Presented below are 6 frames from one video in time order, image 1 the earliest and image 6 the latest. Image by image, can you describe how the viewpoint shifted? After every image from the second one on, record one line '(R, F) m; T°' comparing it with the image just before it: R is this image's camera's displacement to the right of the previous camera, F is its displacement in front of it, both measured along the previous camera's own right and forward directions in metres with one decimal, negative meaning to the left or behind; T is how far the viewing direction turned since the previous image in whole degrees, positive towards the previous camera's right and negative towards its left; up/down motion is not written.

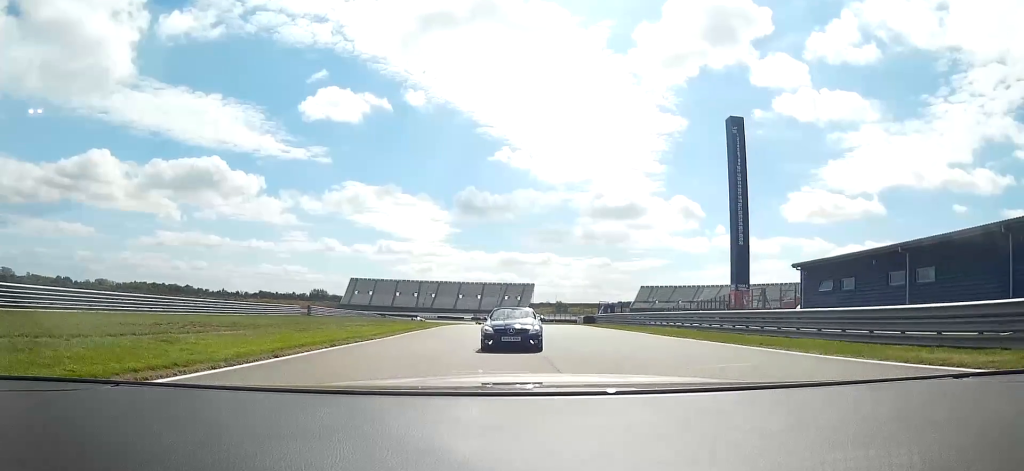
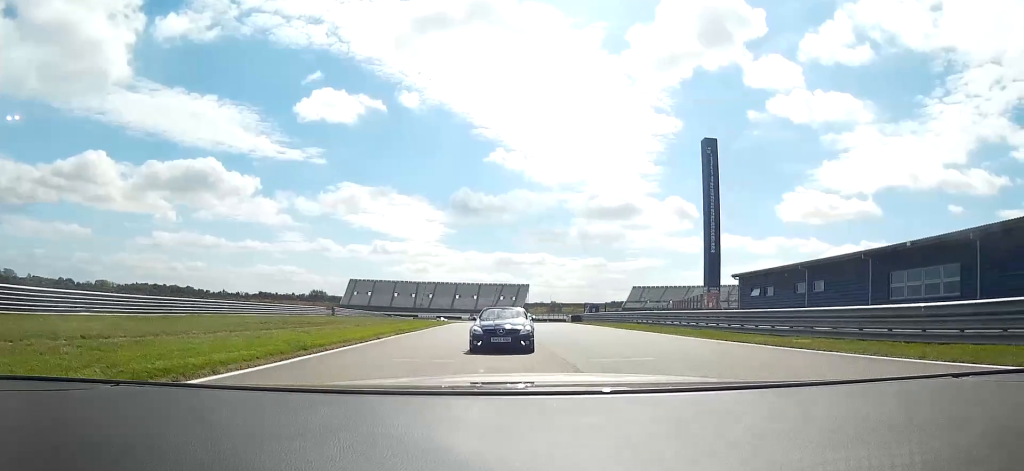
(+0.1, +10.9) m; +1°
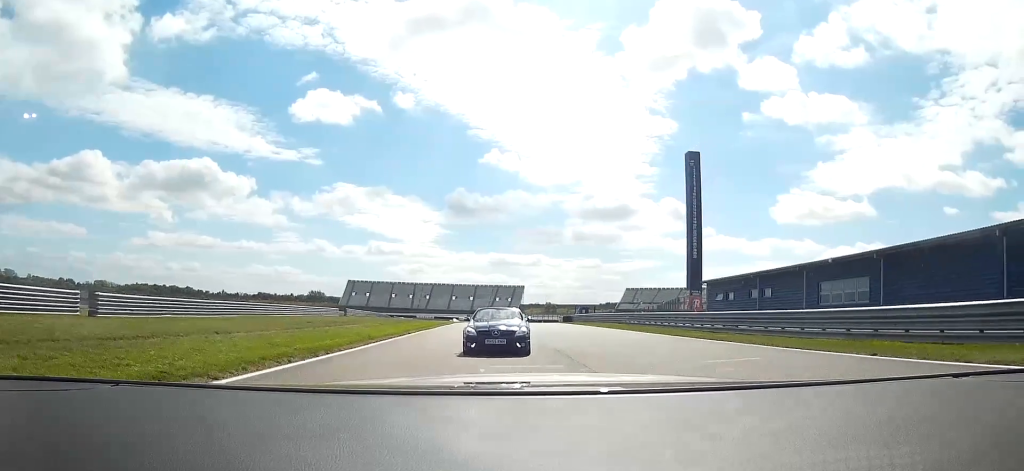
(0.0, +7.8) m; 0°
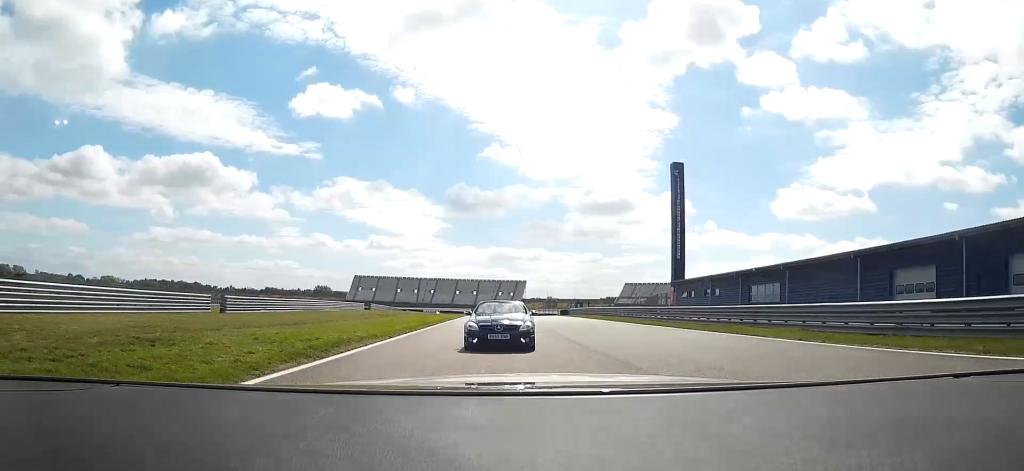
(0.0, +13.0) m; 0°
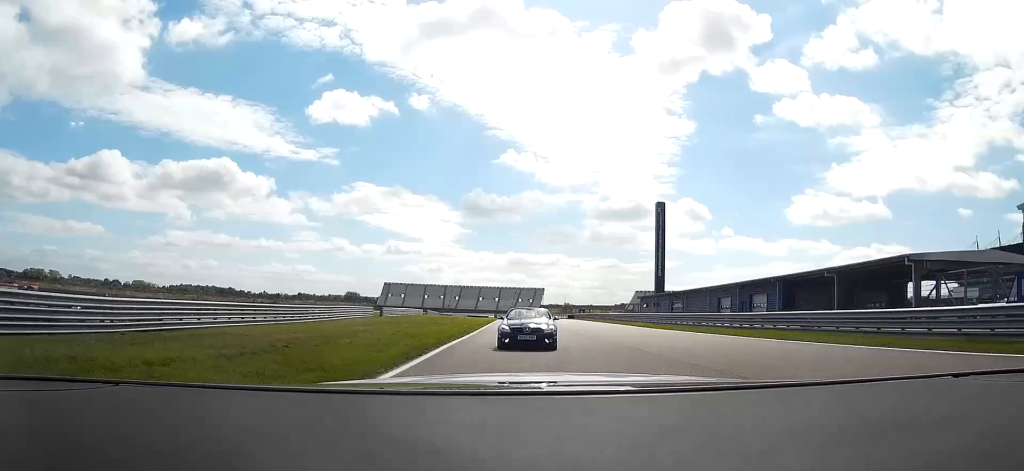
(-0.6, +35.1) m; -2°
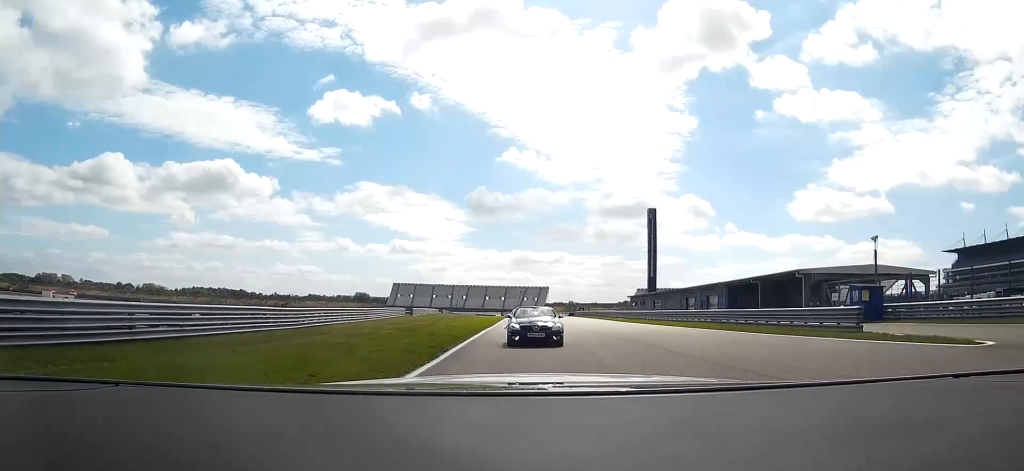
(-0.1, +15.7) m; -1°
